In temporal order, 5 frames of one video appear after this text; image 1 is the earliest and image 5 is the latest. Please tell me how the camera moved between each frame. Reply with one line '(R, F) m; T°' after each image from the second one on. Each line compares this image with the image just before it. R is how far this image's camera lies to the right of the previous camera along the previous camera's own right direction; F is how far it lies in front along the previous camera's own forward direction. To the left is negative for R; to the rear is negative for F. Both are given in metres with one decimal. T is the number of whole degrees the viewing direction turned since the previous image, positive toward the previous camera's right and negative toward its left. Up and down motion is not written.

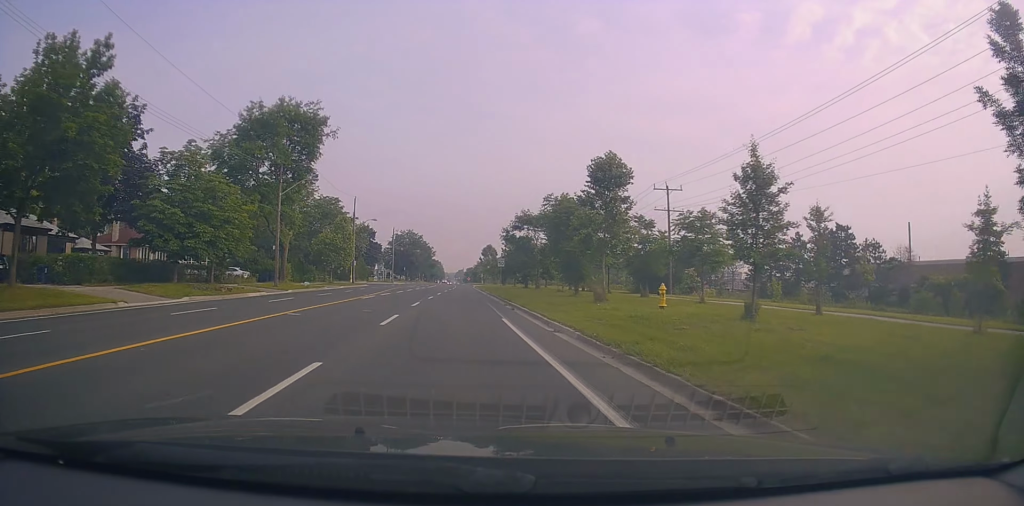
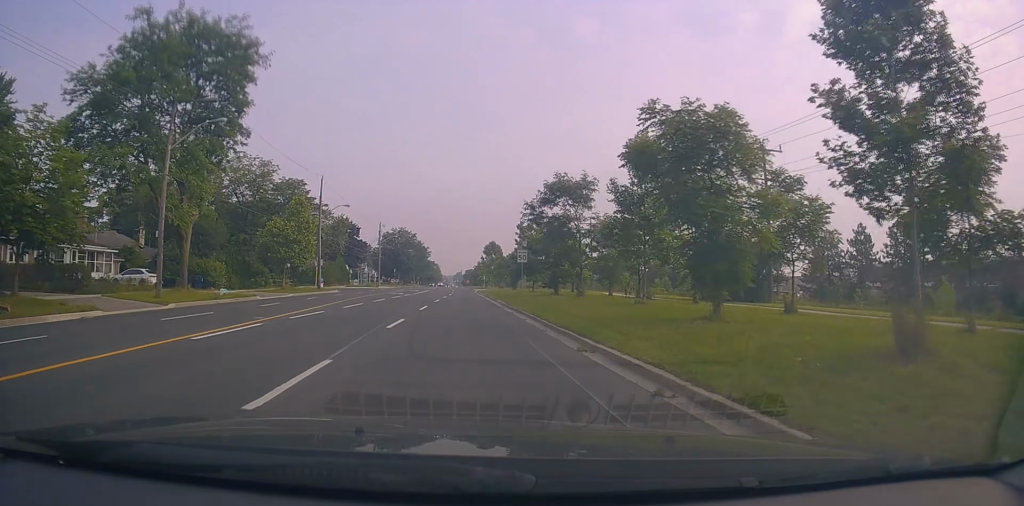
(-0.3, +18.4) m; +2°
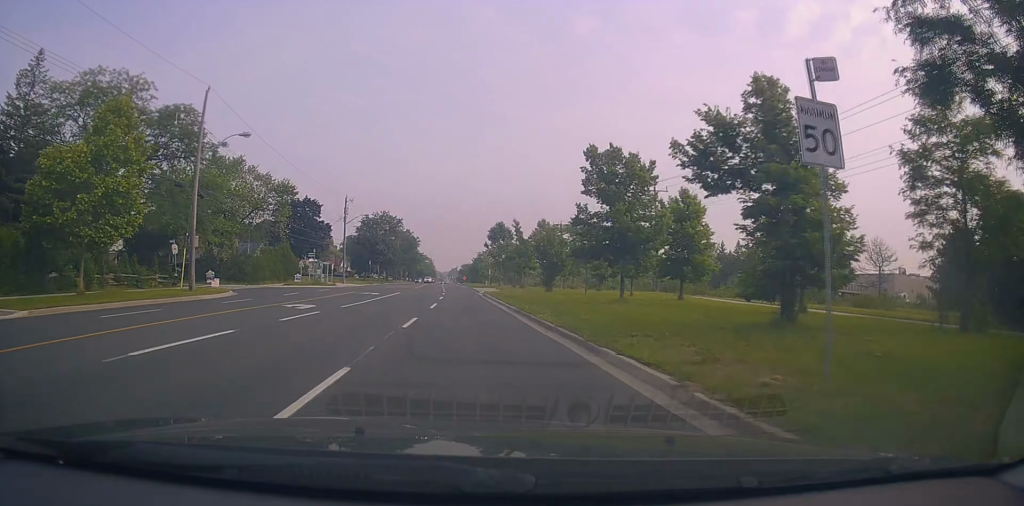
(+0.6, +29.2) m; +1°
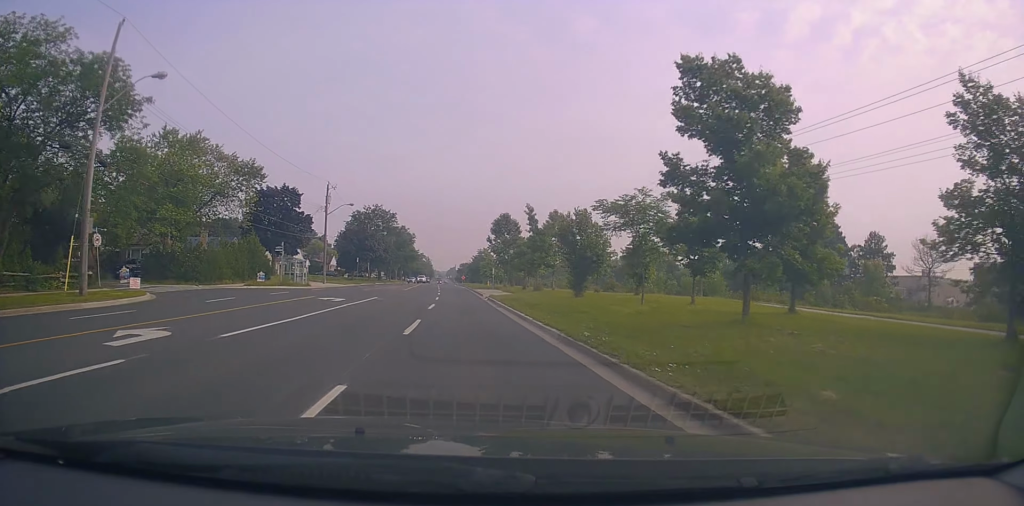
(0.0, +10.6) m; 0°
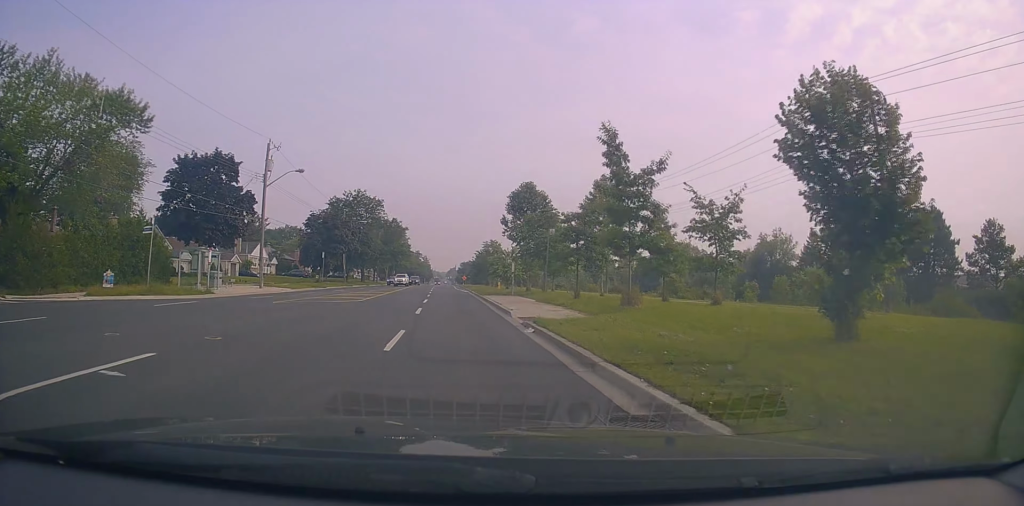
(-0.2, +22.2) m; 0°
